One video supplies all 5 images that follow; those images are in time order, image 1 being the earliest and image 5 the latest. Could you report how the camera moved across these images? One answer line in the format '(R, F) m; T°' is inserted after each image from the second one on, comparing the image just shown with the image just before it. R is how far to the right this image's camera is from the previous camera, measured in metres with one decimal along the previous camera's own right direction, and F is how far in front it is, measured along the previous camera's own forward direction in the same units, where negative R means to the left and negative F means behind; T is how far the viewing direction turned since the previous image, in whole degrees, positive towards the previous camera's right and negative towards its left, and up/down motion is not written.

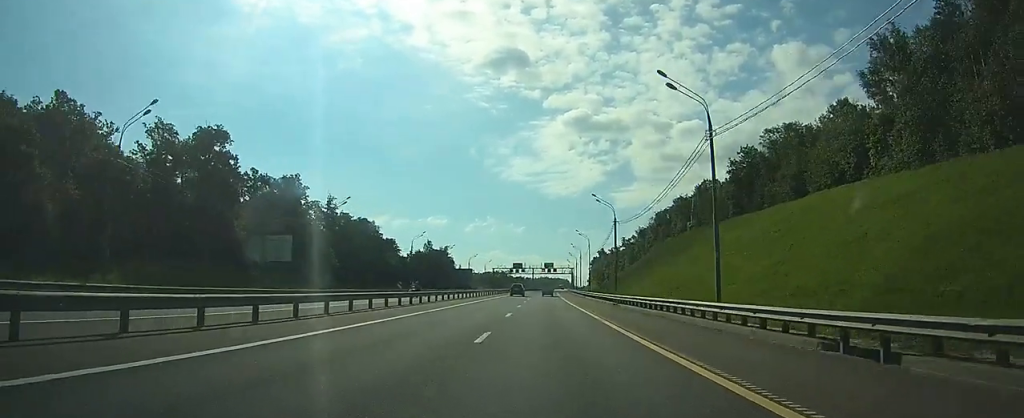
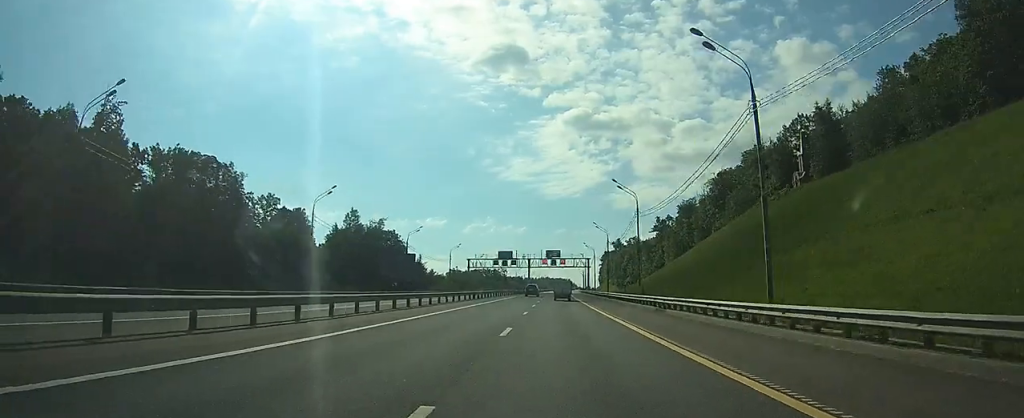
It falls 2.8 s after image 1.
(+0.2, +80.8) m; 0°
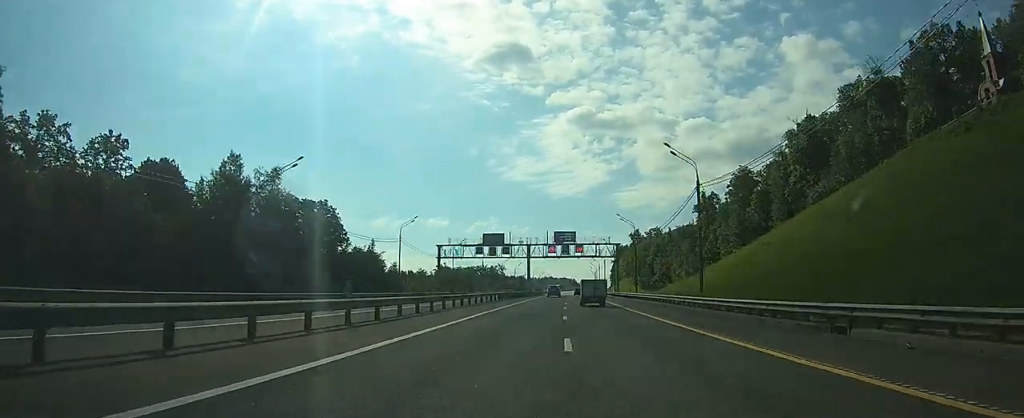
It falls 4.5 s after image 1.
(-0.2, +50.5) m; 0°
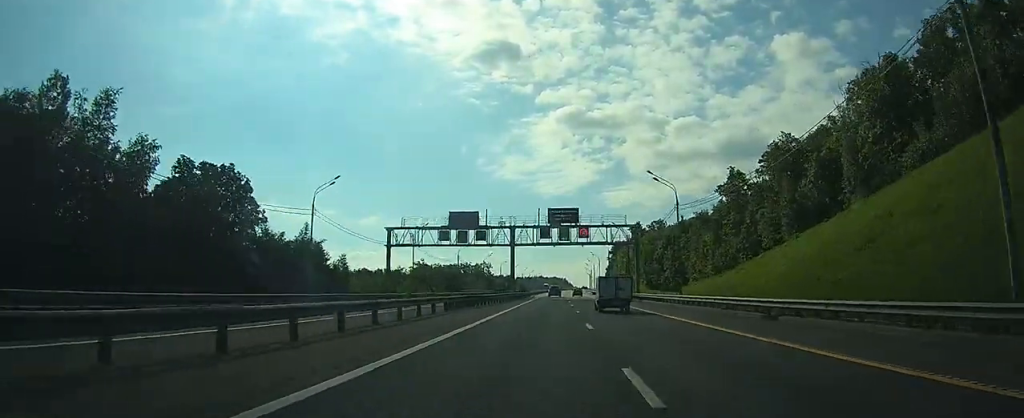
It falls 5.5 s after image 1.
(+0.2, +29.1) m; 0°
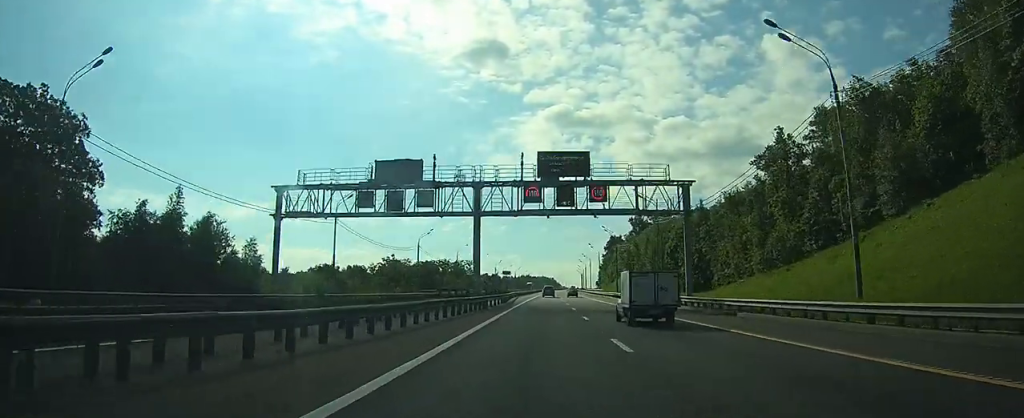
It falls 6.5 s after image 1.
(+0.1, +30.0) m; +1°
